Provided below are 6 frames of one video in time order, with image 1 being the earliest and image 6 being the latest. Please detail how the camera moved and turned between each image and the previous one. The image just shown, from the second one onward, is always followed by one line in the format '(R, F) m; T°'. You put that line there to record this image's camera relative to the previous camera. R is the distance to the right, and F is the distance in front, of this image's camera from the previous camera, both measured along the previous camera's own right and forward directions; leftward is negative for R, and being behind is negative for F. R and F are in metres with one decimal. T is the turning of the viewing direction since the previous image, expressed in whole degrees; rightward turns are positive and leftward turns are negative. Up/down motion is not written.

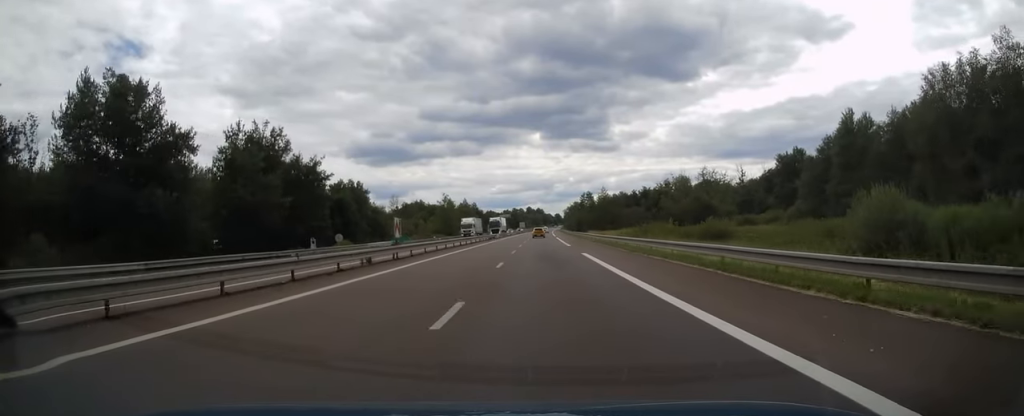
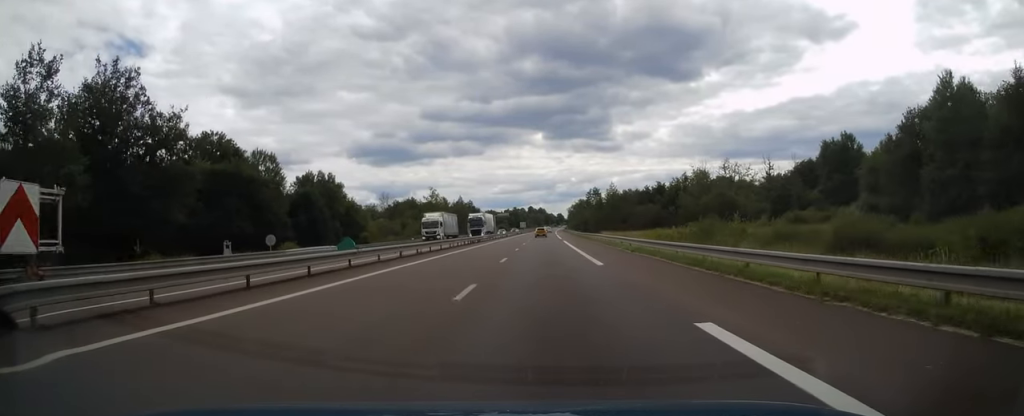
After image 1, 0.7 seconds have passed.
(0.0, +22.8) m; 0°
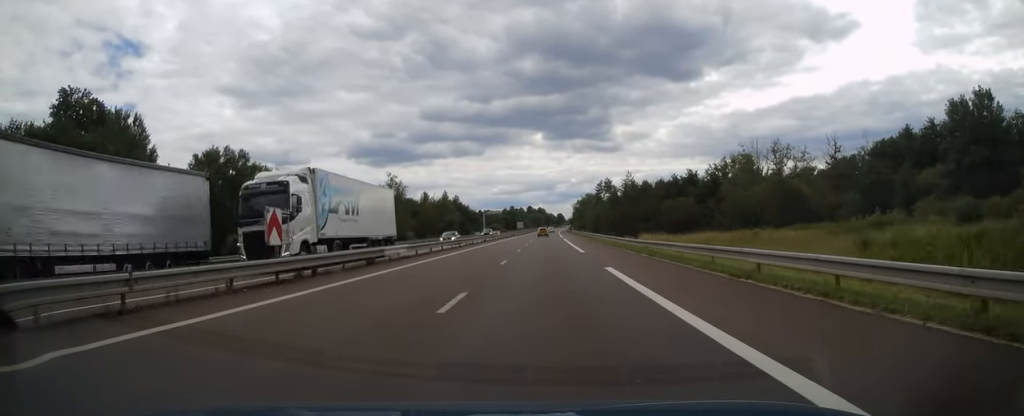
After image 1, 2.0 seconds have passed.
(-0.2, +41.1) m; 0°
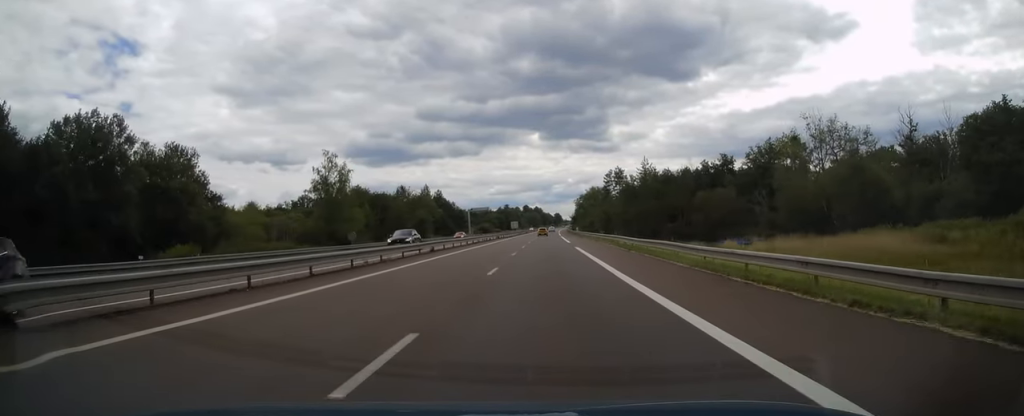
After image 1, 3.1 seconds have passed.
(0.0, +31.3) m; 0°
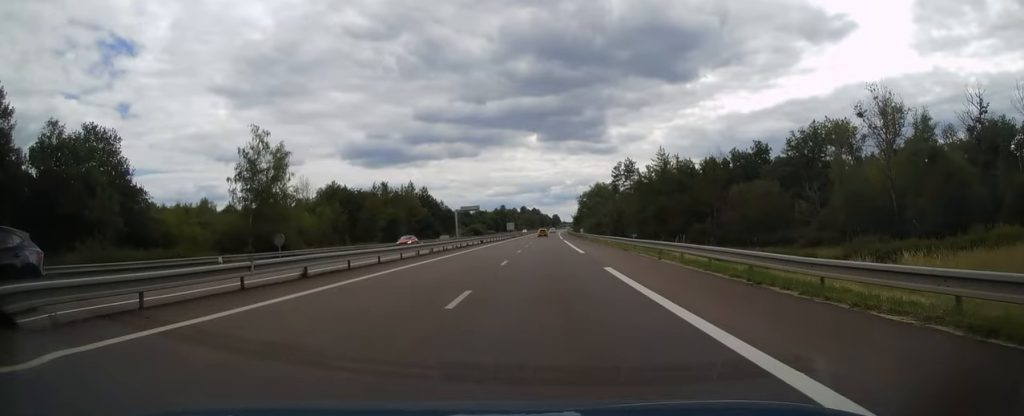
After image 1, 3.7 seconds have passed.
(0.0, +20.4) m; 0°
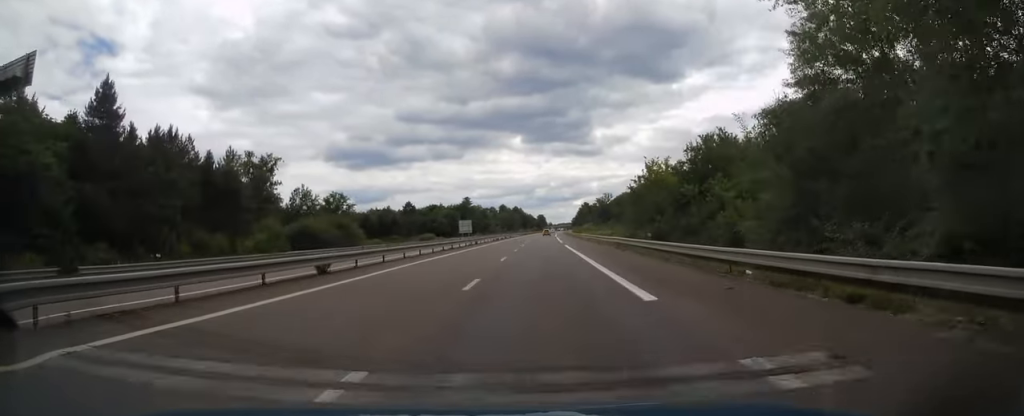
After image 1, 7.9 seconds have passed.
(+0.8, +126.9) m; +1°
